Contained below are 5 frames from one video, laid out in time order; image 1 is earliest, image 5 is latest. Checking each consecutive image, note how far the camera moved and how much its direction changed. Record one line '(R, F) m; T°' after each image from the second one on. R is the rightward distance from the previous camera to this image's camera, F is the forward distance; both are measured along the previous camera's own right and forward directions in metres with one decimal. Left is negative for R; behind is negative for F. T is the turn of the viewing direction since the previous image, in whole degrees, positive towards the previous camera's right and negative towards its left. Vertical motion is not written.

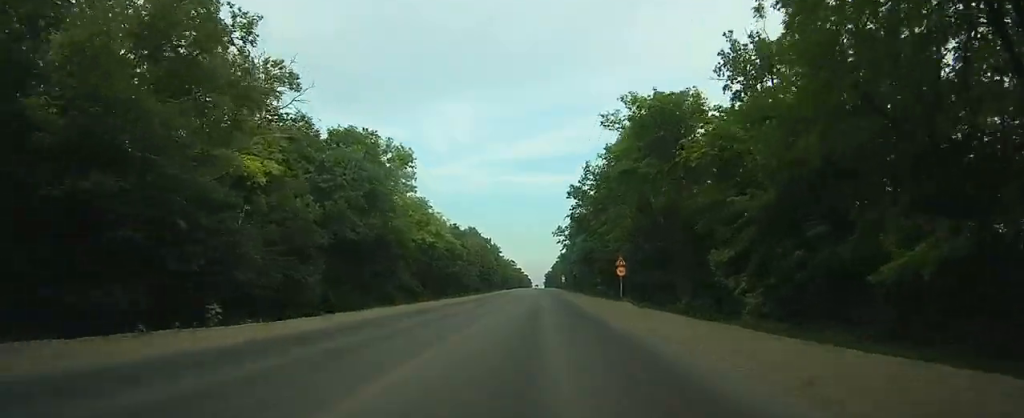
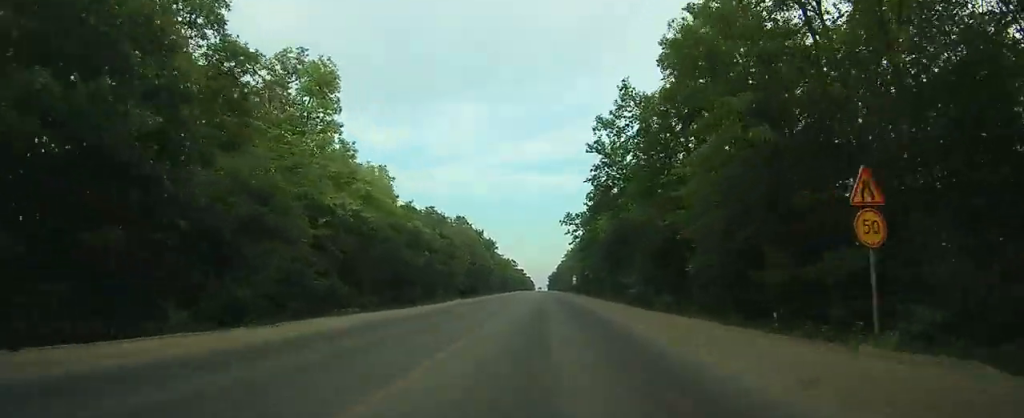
(0.0, +31.0) m; 0°
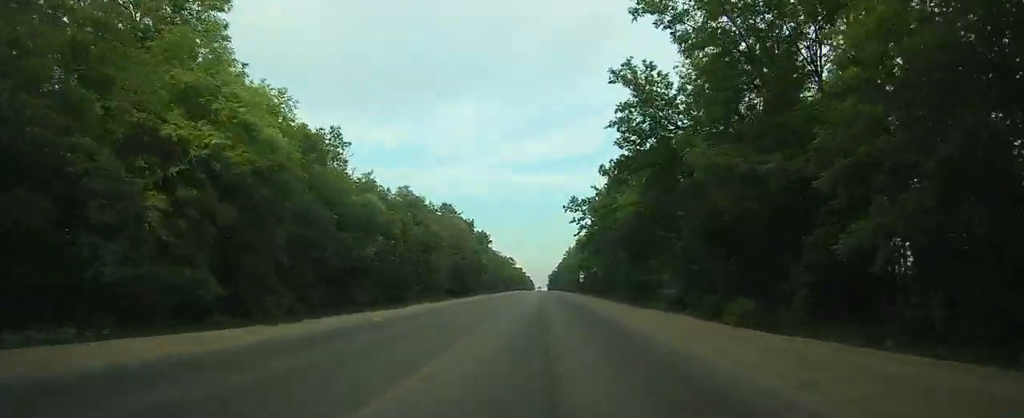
(0.0, +19.2) m; 0°
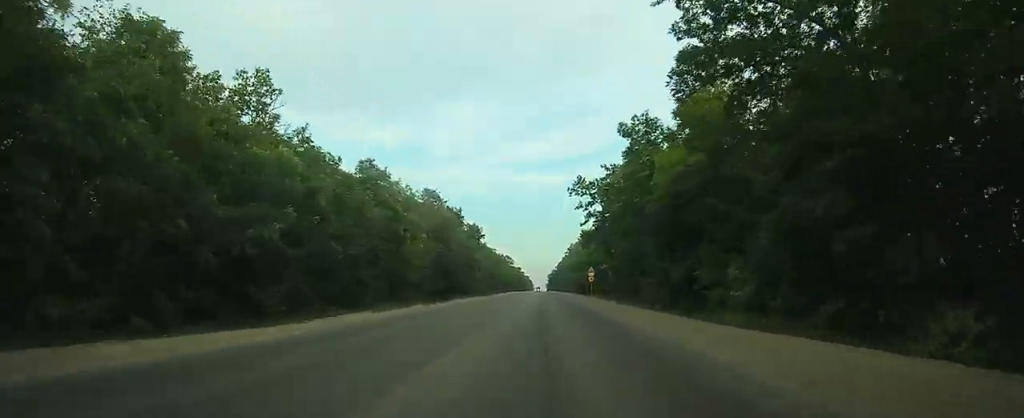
(0.0, +17.4) m; 0°
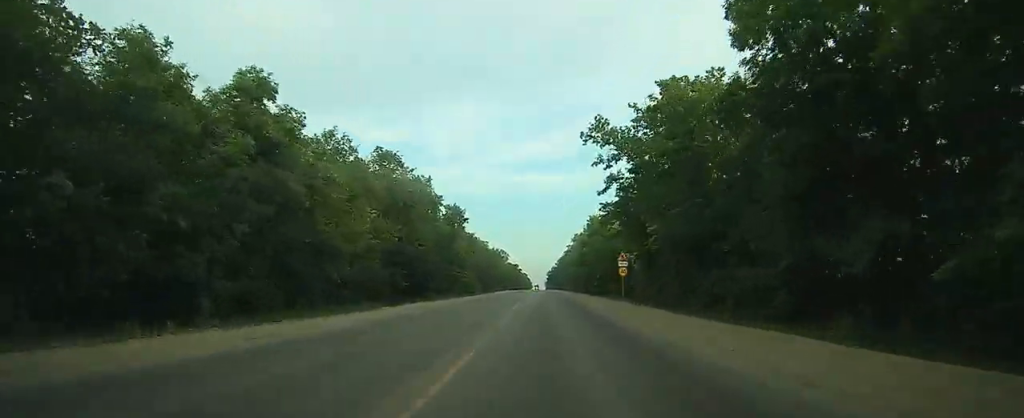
(0.0, +27.5) m; -2°
